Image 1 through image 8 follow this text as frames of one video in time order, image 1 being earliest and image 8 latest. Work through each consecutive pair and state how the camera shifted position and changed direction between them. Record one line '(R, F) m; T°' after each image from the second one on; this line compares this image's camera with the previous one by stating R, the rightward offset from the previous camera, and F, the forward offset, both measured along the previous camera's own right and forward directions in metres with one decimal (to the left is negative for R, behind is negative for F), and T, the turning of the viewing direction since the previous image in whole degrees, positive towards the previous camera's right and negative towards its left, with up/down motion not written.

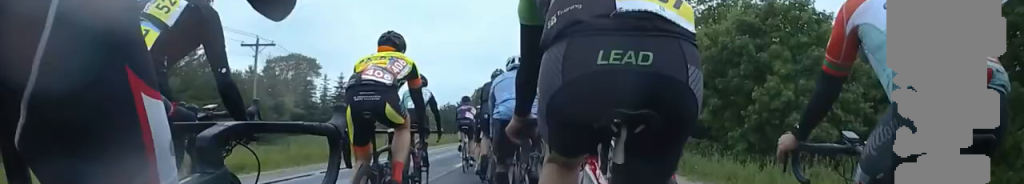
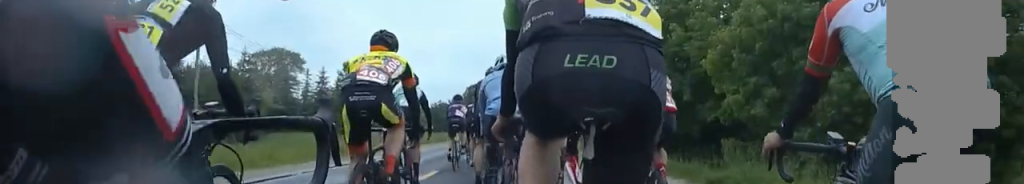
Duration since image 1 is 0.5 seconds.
(0.0, +5.4) m; 0°
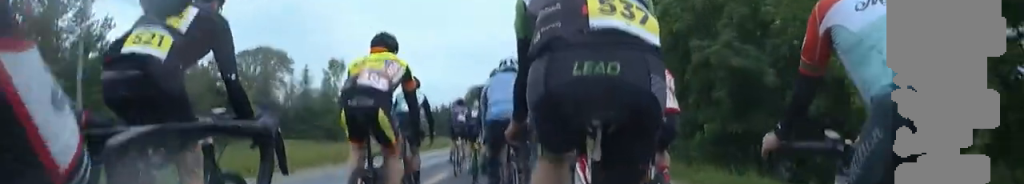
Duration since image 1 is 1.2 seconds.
(0.0, +8.0) m; 0°
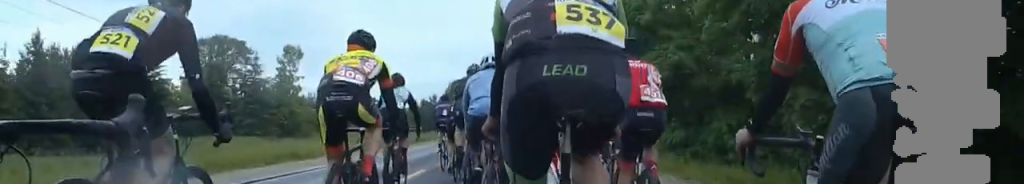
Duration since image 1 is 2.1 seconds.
(0.0, +10.3) m; 0°
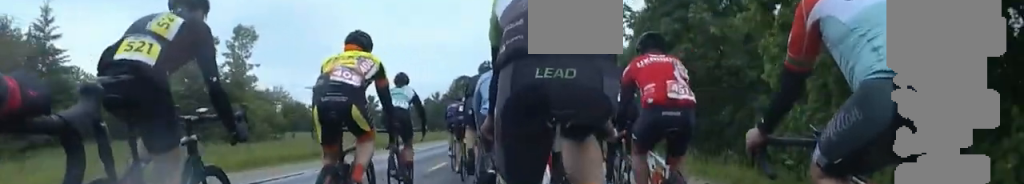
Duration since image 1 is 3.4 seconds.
(0.0, +14.8) m; 0°
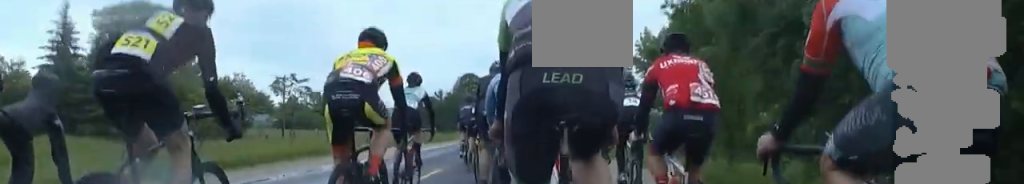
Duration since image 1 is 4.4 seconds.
(0.0, +11.9) m; 0°
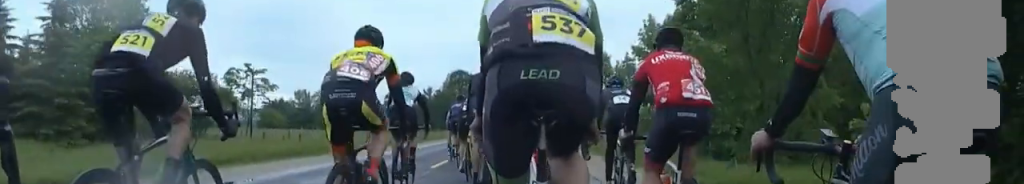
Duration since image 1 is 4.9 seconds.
(0.0, +5.8) m; 0°
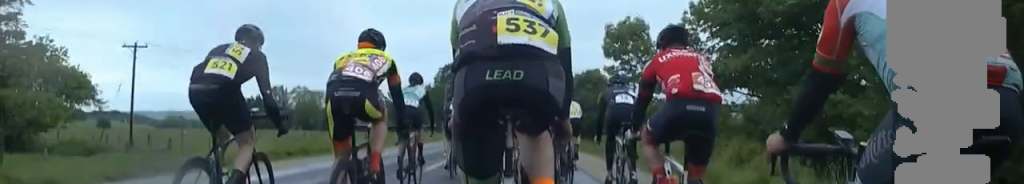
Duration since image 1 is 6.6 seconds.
(0.0, +19.4) m; 0°
